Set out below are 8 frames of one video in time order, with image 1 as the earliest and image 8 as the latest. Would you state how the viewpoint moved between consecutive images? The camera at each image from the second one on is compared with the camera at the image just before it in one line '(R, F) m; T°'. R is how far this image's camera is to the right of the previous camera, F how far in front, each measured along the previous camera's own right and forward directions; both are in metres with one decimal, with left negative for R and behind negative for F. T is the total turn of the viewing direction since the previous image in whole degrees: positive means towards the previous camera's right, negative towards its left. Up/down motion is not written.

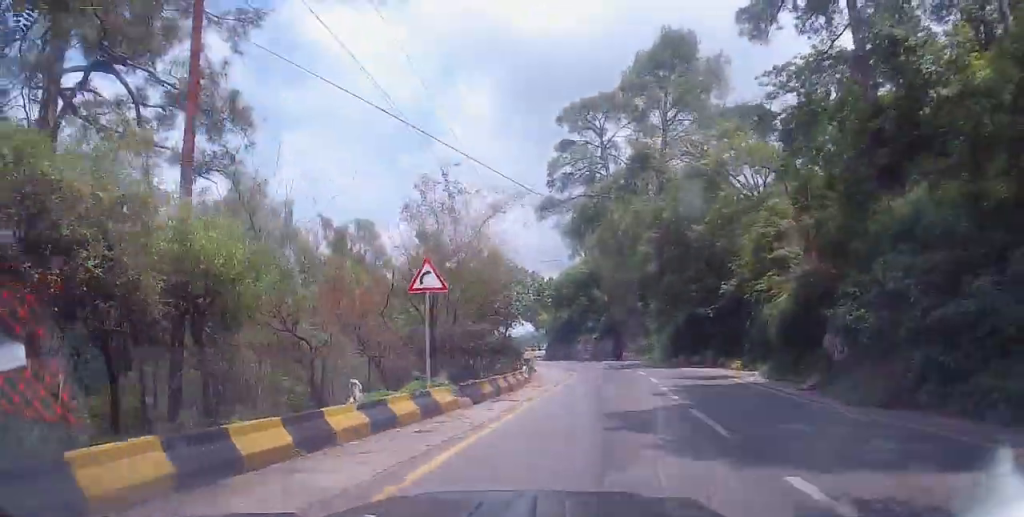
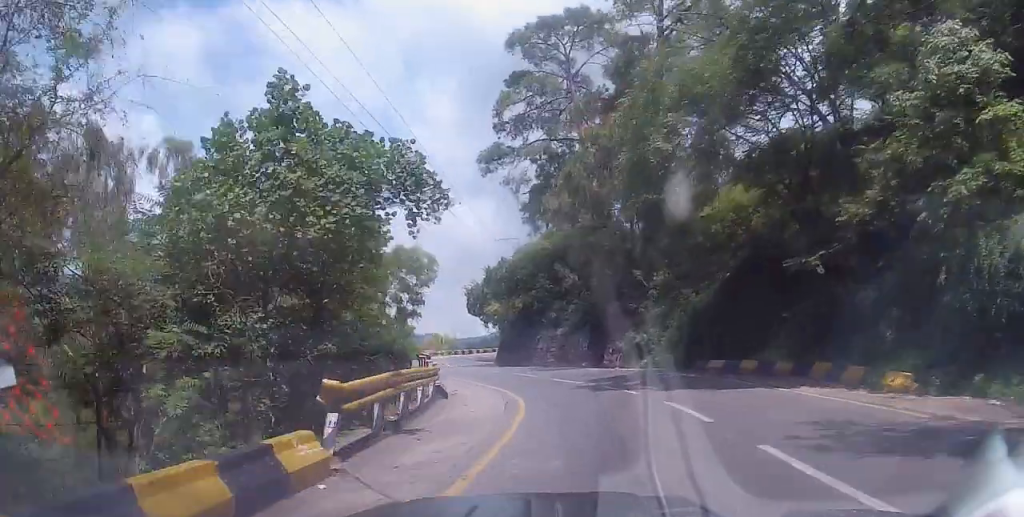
(-2.0, +17.8) m; -6°
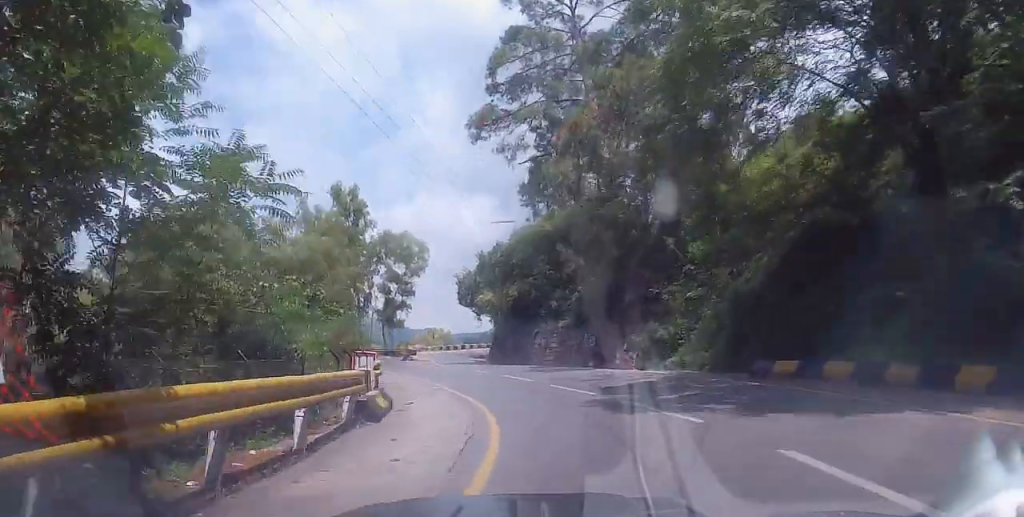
(+0.3, +7.0) m; -1°
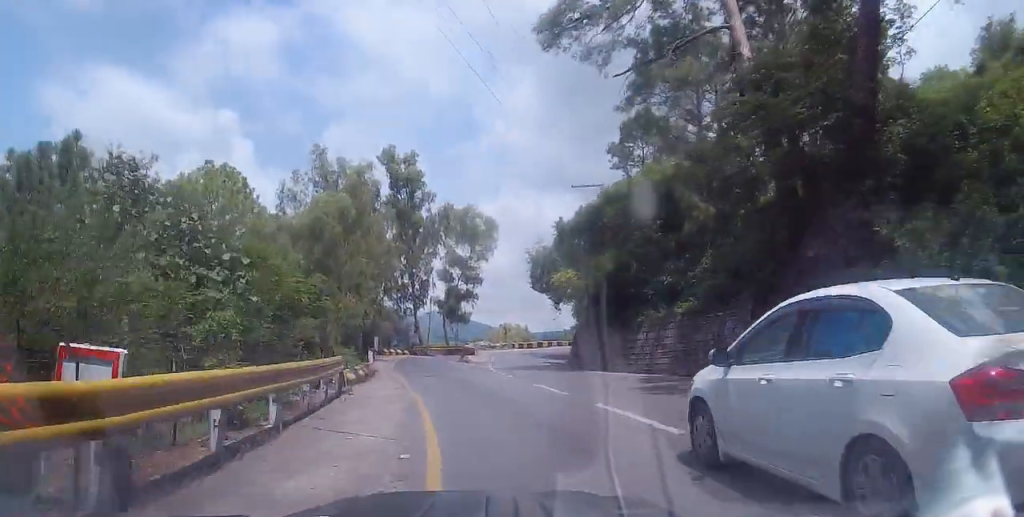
(-1.4, +13.0) m; -10°
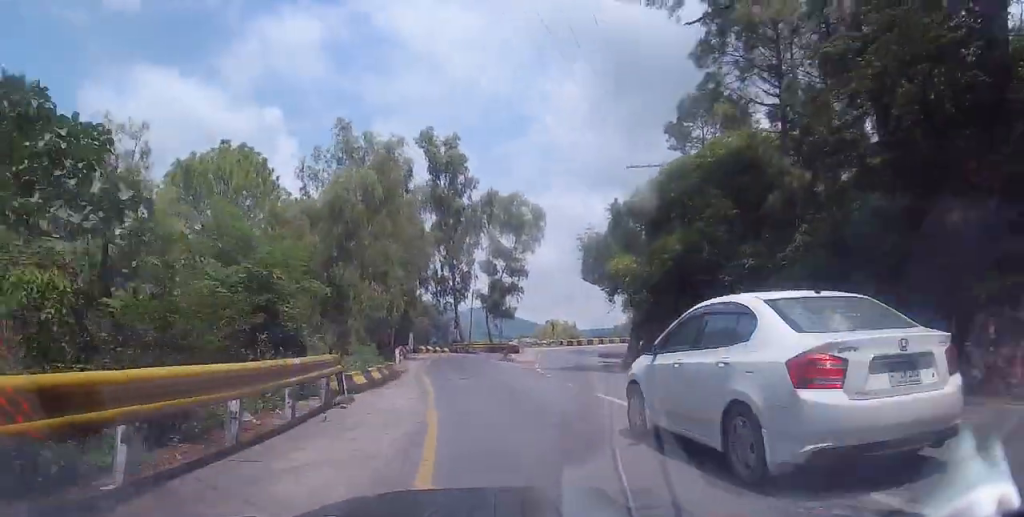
(-0.2, +4.4) m; -2°
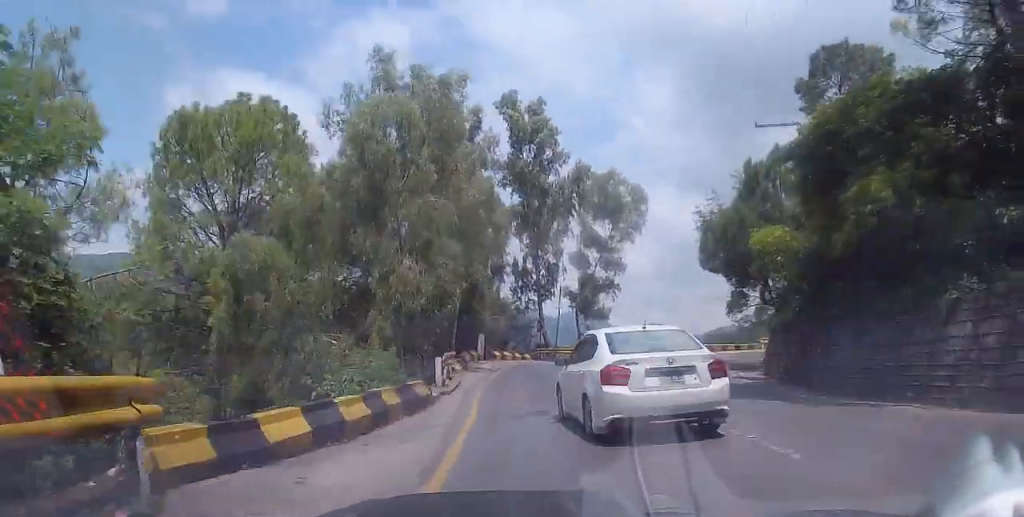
(-0.1, +9.5) m; -4°
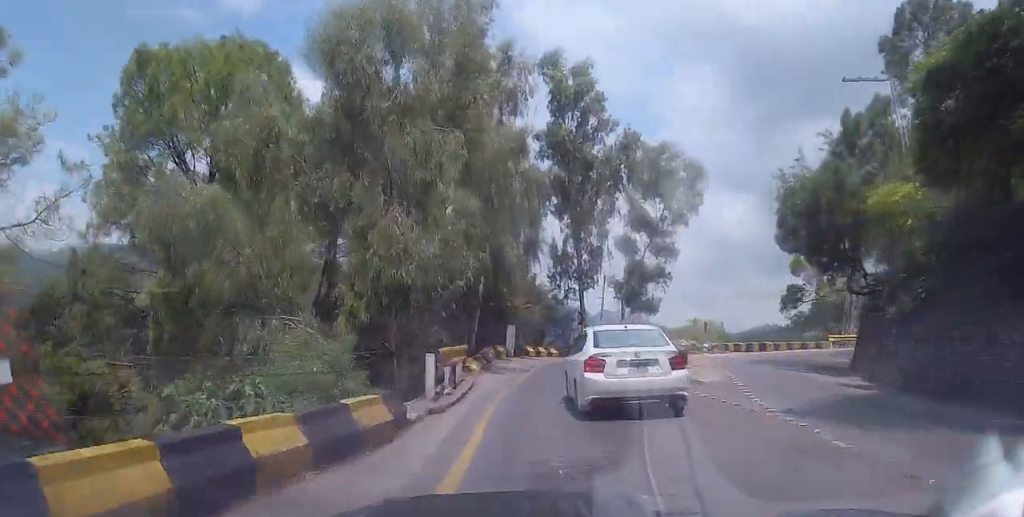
(-0.3, +6.1) m; -3°
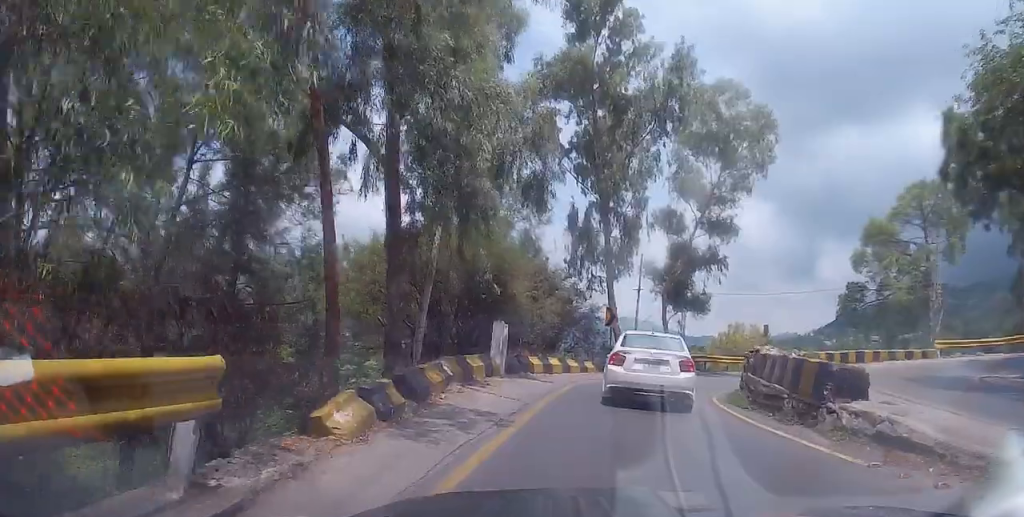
(-0.7, +12.2) m; 0°
